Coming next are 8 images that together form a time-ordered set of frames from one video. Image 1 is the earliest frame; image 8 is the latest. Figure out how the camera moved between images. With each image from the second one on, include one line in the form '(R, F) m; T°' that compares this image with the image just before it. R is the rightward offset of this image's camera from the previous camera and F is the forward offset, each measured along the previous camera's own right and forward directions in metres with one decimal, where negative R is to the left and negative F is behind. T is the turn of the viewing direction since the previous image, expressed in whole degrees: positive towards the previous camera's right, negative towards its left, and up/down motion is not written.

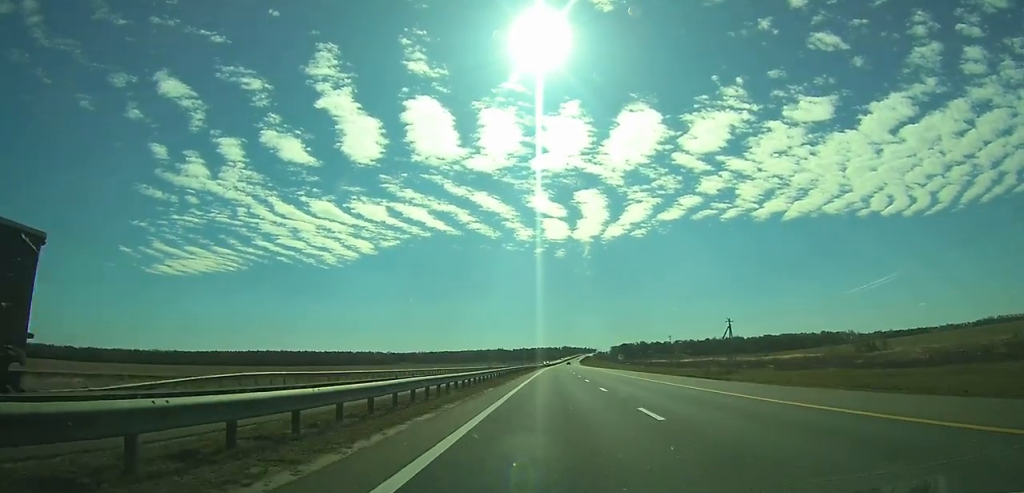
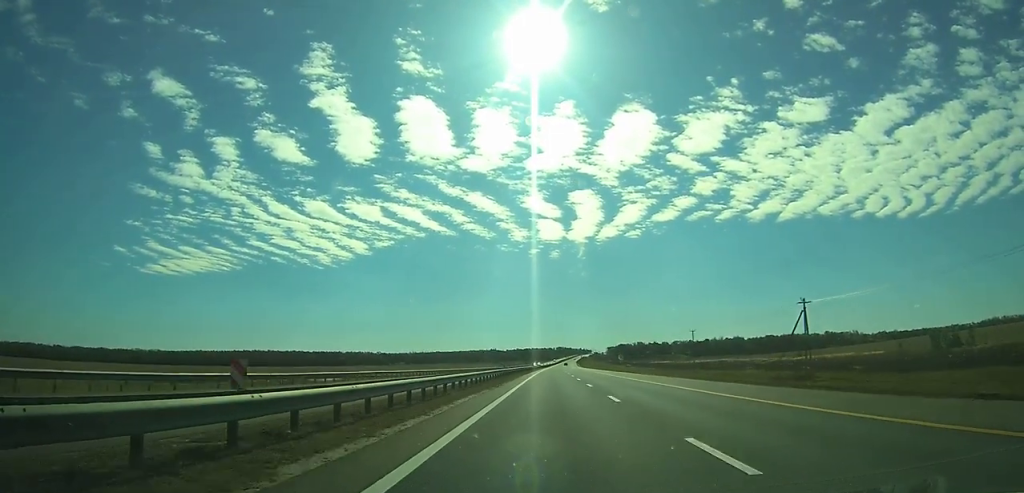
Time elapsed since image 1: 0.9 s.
(+0.1, +29.7) m; 0°
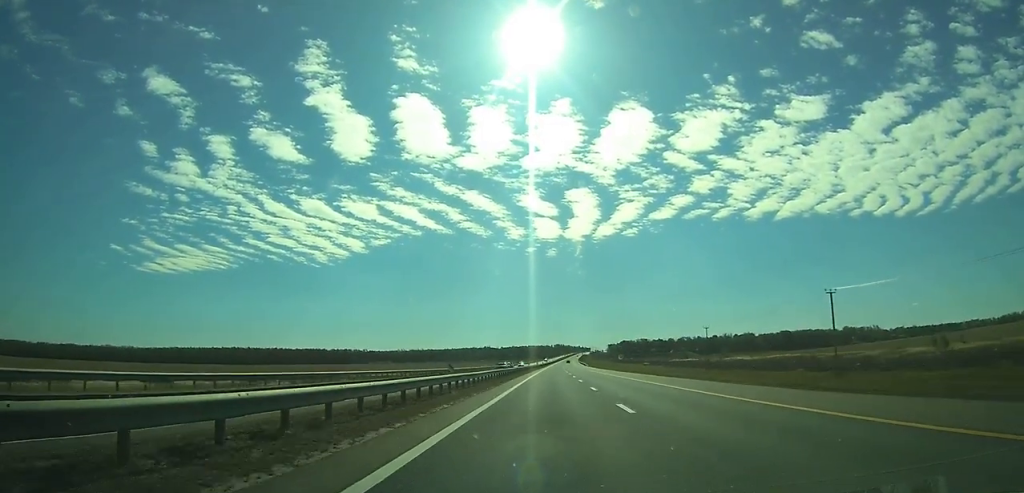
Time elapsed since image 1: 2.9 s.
(+0.2, +63.8) m; 0°
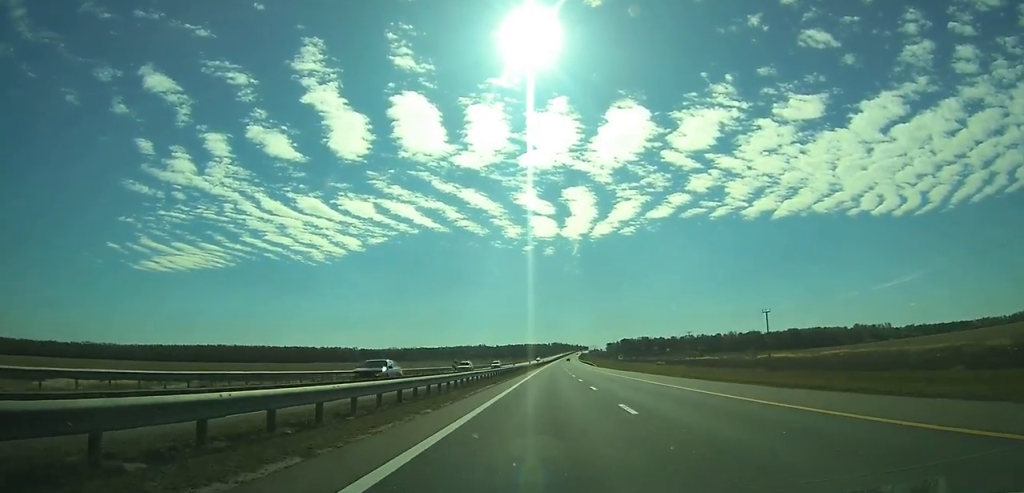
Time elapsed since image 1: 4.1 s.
(0.0, +36.3) m; 0°
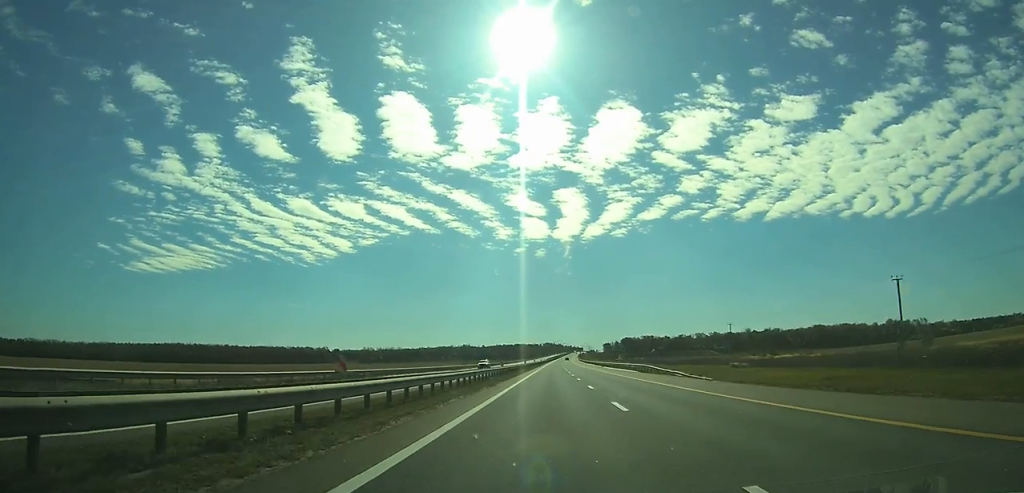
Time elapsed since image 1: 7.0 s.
(+0.5, +94.5) m; +1°
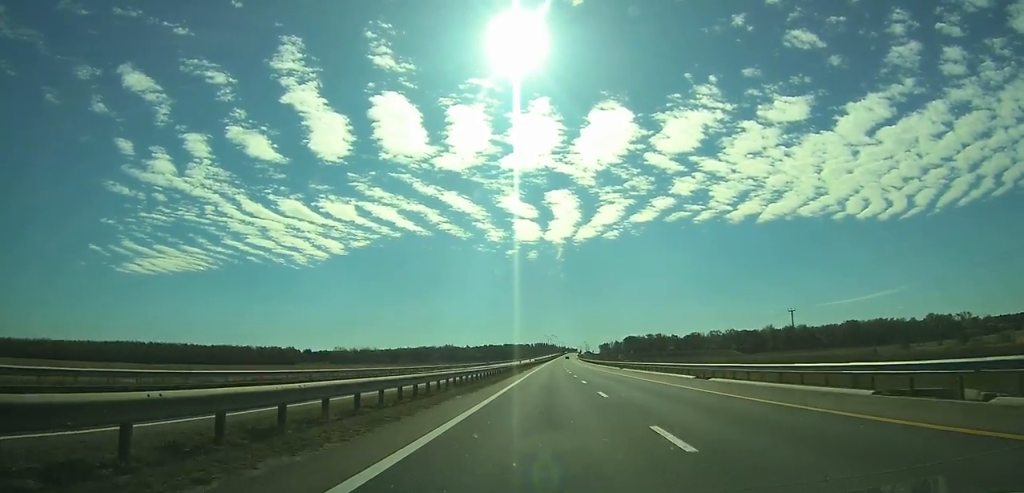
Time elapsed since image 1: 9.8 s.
(+0.7, +90.7) m; +1°
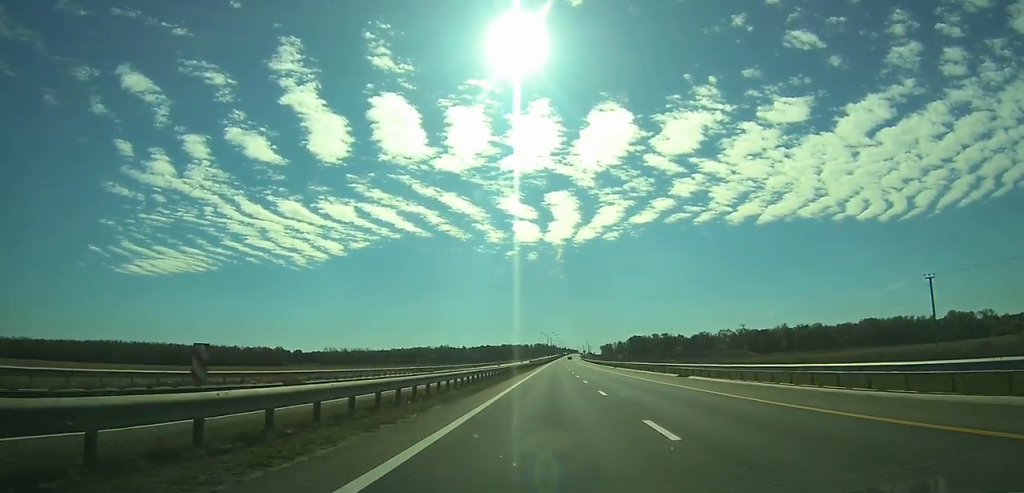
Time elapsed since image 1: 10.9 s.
(+0.2, +34.6) m; 0°
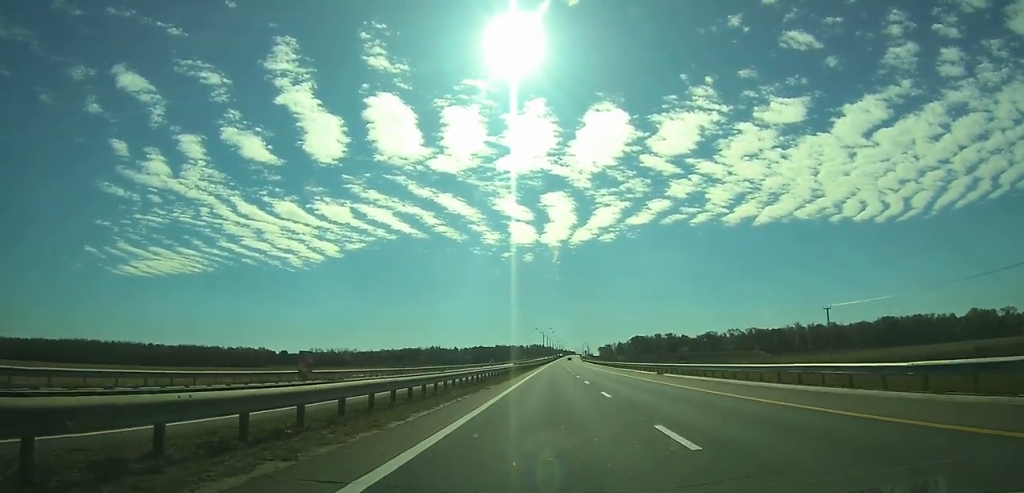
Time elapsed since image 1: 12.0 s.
(+0.1, +36.8) m; 0°
